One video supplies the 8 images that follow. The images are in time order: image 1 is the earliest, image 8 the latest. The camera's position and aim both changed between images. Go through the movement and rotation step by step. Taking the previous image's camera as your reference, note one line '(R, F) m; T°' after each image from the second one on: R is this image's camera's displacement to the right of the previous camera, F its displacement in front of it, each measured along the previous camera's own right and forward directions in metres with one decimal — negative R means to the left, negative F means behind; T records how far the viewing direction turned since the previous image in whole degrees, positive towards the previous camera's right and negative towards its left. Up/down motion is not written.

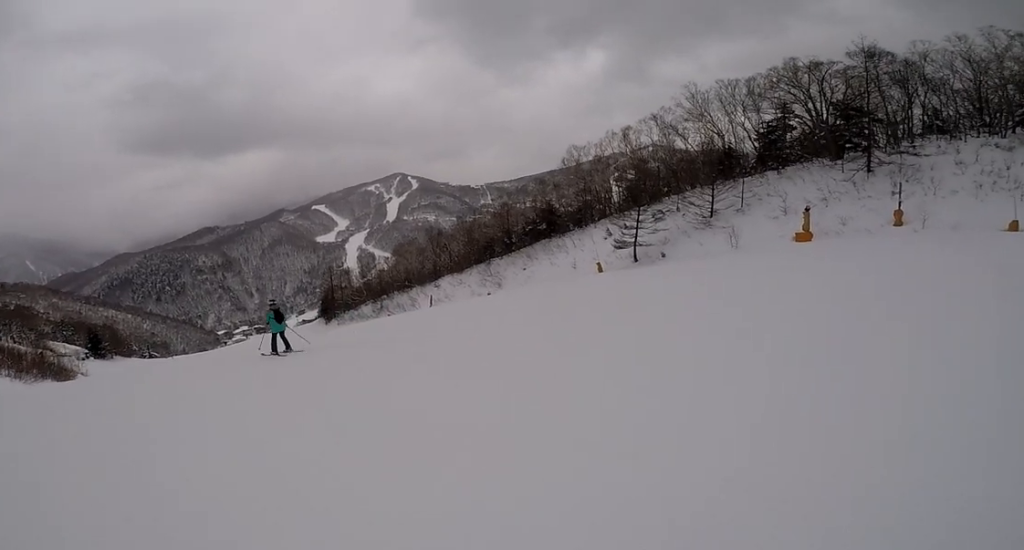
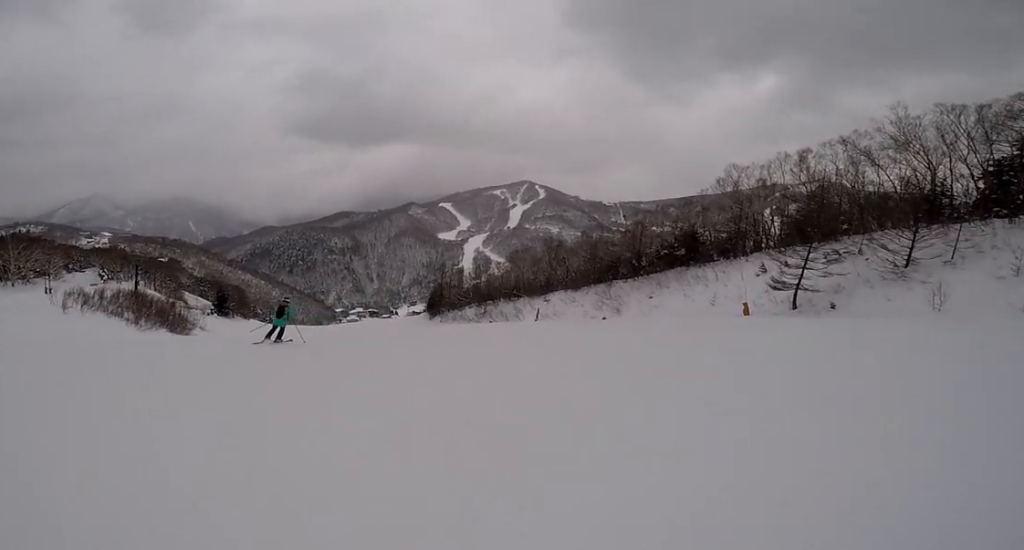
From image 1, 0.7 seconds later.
(-0.6, +3.9) m; -7°
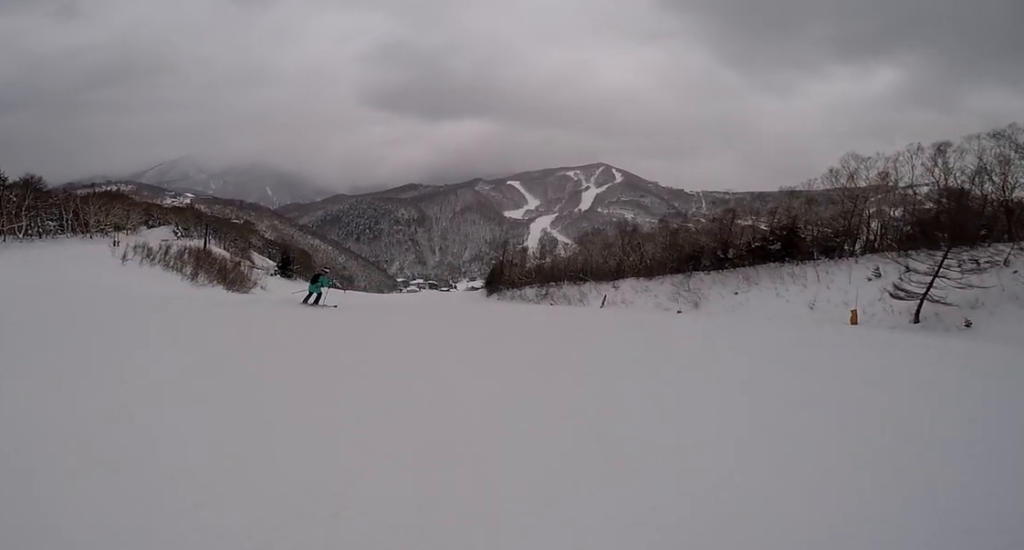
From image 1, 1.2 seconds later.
(-0.1, +3.2) m; -6°
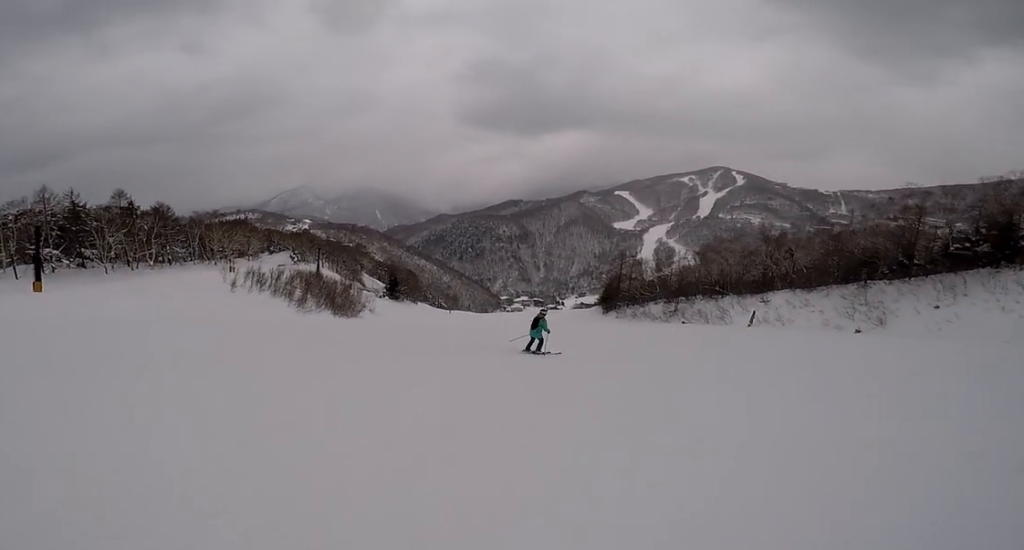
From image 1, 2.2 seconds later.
(-0.4, +5.8) m; -7°
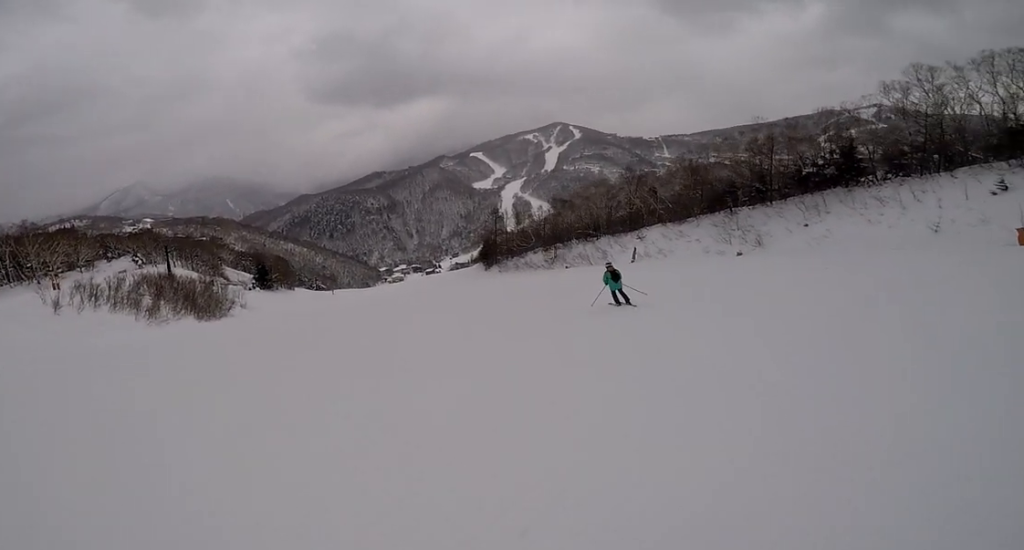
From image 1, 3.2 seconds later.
(-0.2, +5.6) m; +8°
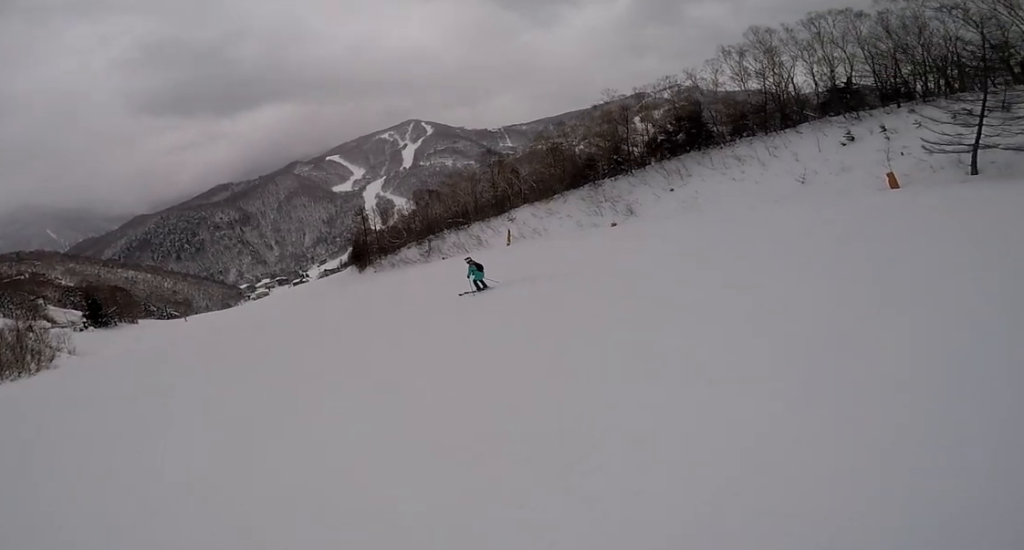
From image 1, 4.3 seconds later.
(+1.1, +5.8) m; +12°
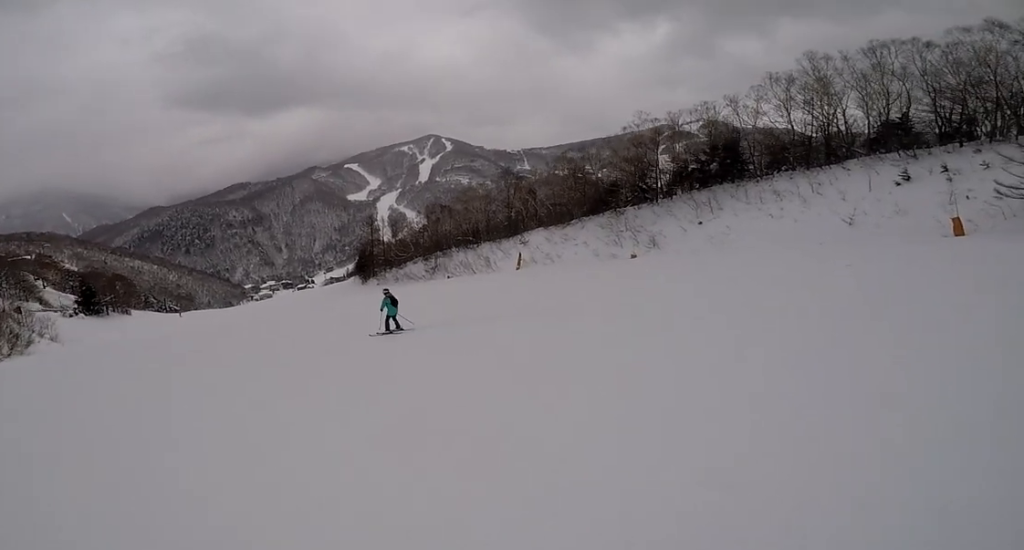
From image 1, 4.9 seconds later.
(+0.5, +3.6) m; -1°
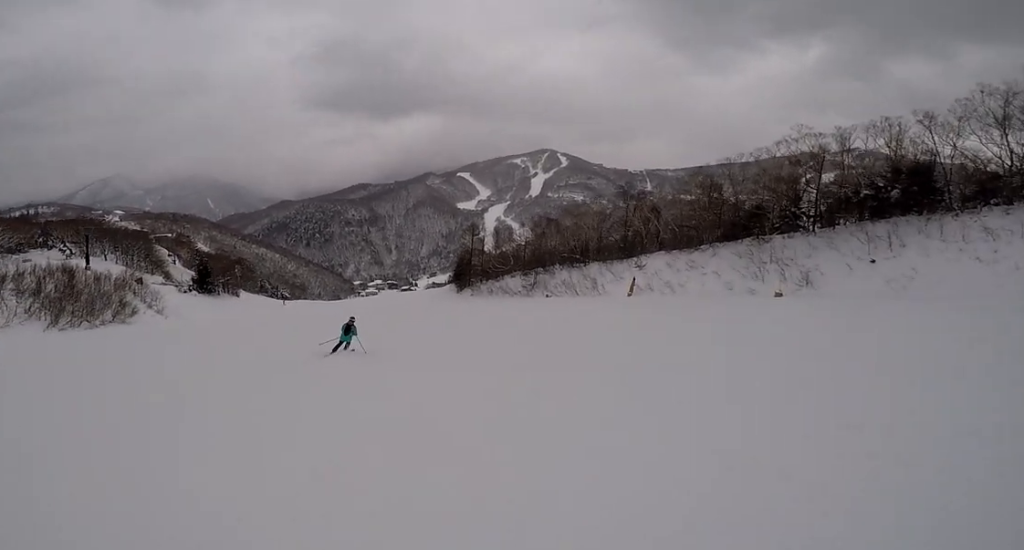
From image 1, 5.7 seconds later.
(-0.8, +5.2) m; -9°
